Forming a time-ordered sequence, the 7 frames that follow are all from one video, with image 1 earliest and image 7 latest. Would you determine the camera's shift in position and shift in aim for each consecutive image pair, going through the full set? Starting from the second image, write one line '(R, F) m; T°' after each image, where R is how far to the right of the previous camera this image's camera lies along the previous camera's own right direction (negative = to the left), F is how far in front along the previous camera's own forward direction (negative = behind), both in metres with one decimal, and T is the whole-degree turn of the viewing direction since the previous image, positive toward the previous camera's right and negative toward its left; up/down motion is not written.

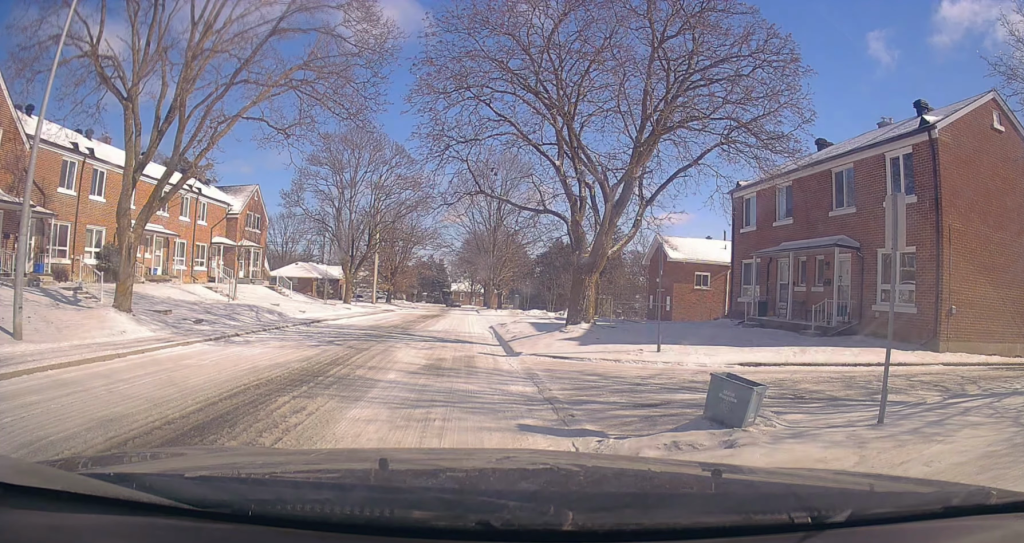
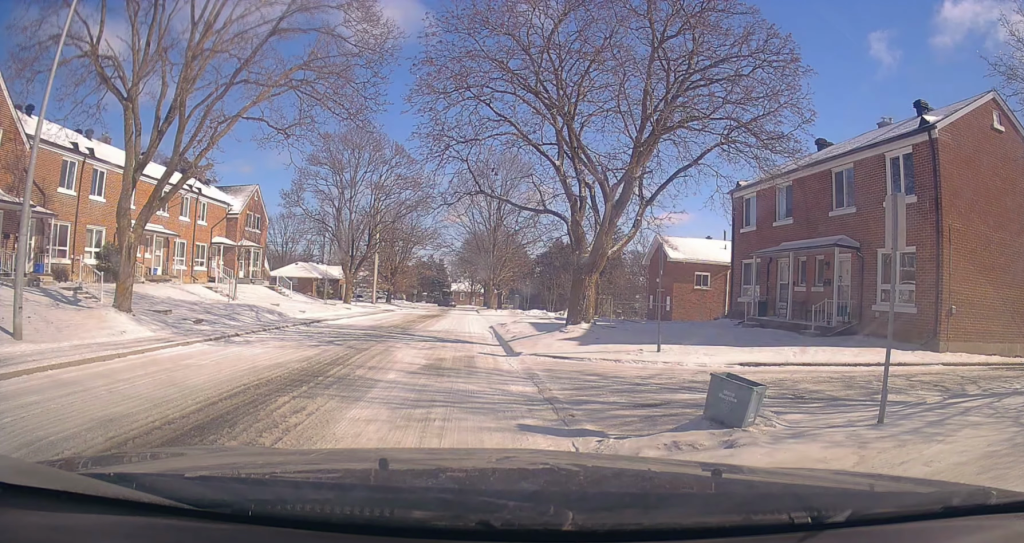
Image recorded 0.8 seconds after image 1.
(0.0, 0.0) m; 0°
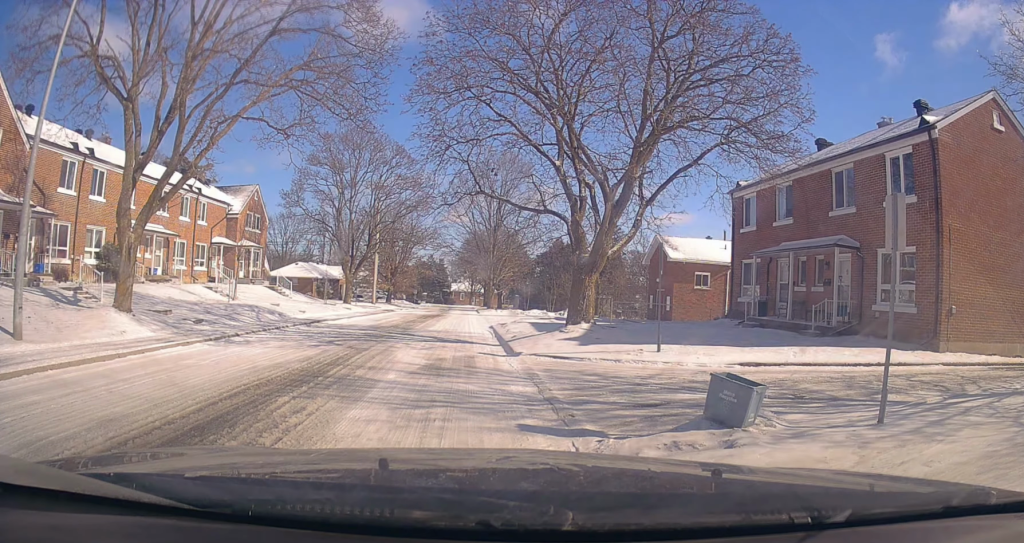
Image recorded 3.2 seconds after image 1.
(0.0, 0.0) m; 0°
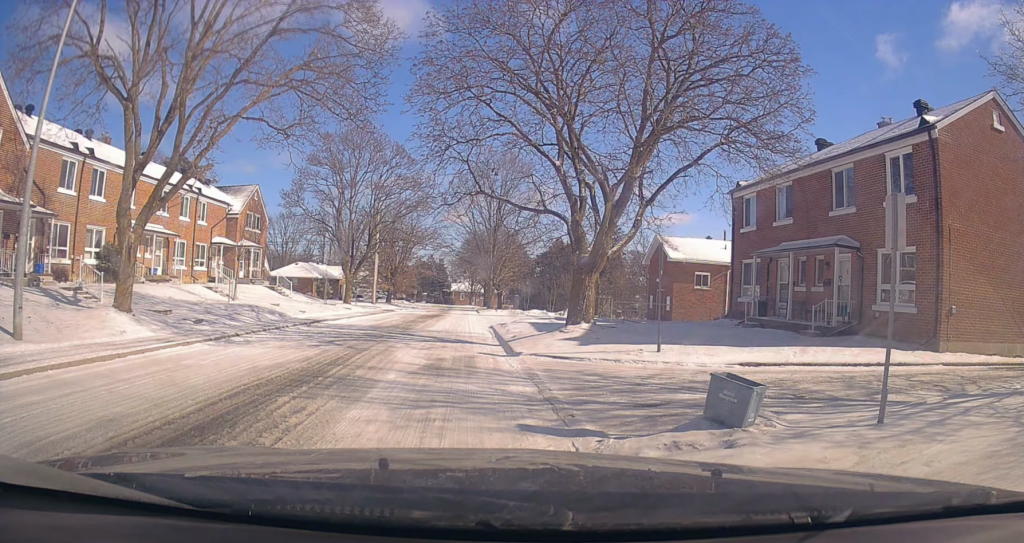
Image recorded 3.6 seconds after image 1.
(0.0, 0.0) m; 0°
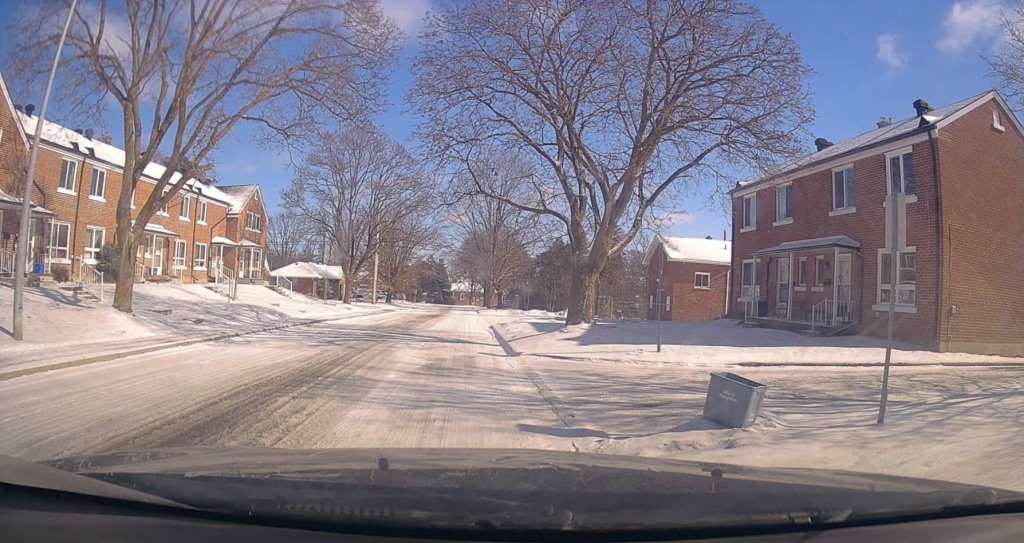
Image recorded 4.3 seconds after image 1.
(0.0, 0.0) m; 0°
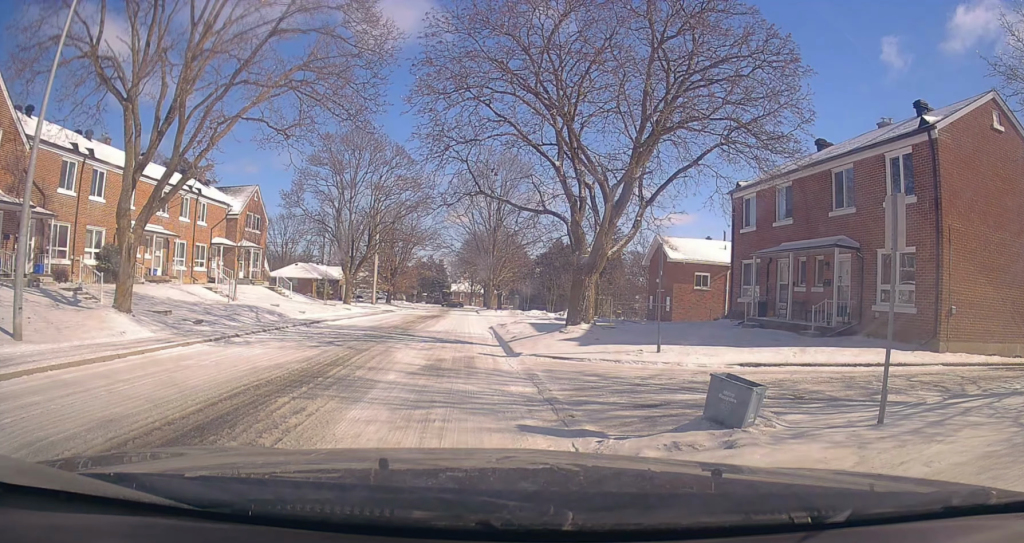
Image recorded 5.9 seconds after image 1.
(0.0, 0.0) m; 0°
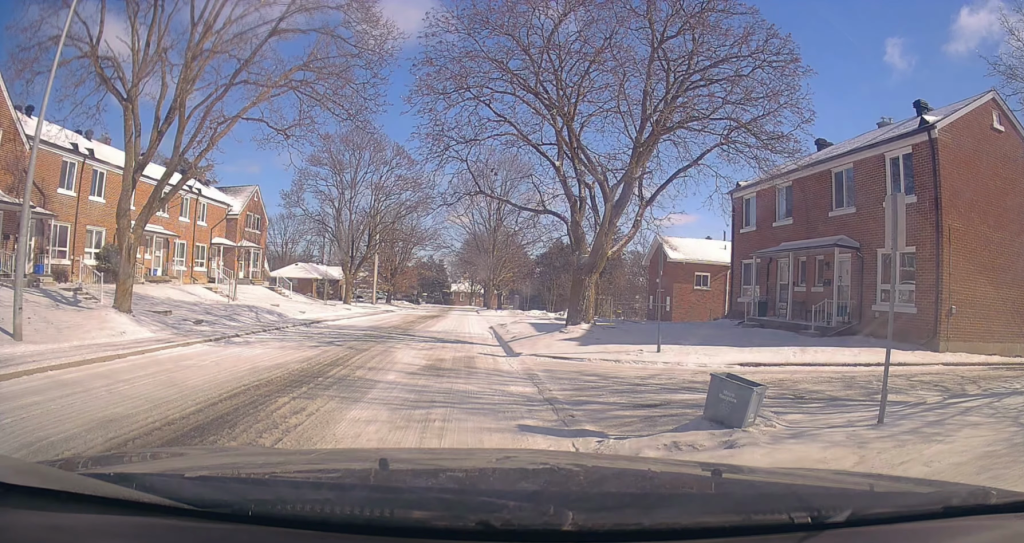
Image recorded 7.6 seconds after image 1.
(0.0, 0.0) m; 0°
